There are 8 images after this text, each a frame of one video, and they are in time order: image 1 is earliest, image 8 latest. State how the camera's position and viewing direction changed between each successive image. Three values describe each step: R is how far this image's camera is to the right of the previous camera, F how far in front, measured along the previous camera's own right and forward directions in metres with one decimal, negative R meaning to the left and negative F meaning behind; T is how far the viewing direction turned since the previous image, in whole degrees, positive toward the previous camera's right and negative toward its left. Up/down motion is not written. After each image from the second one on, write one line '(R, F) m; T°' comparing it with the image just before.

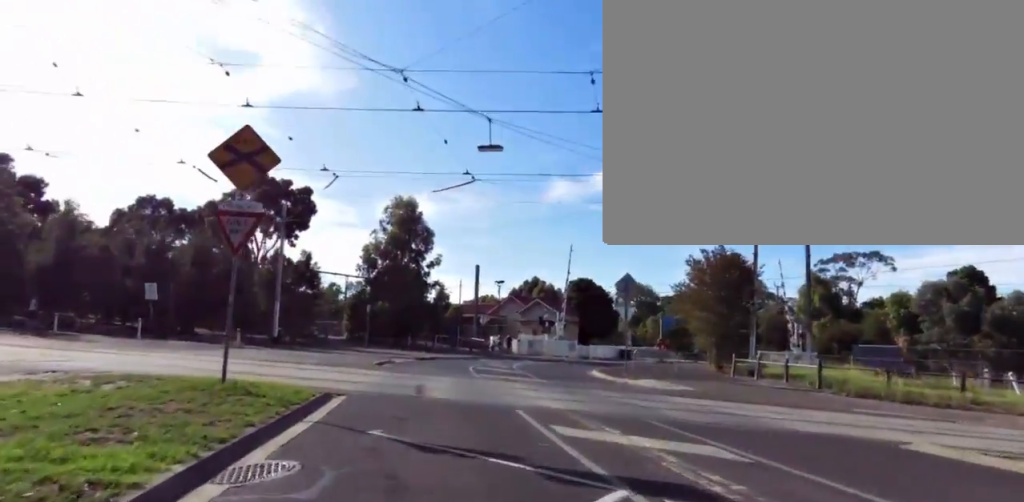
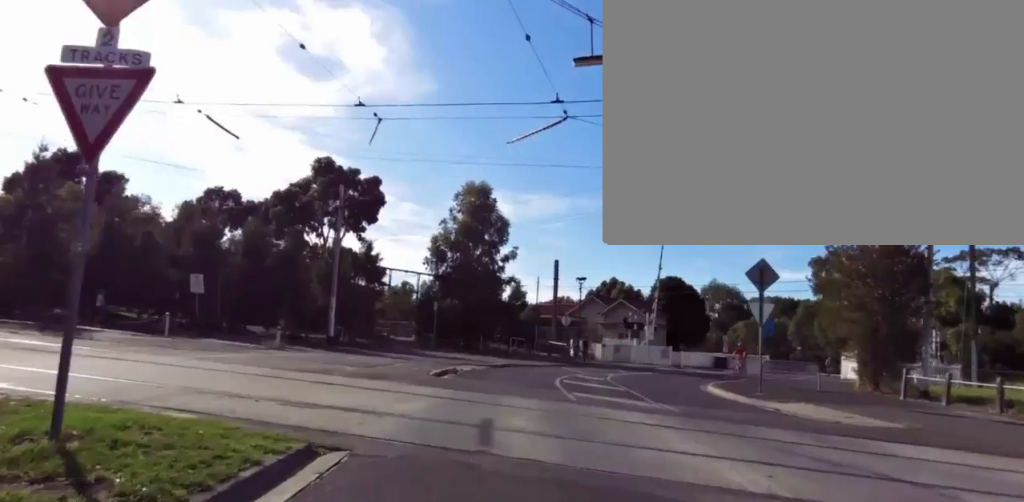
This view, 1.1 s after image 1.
(+0.1, +4.9) m; 0°
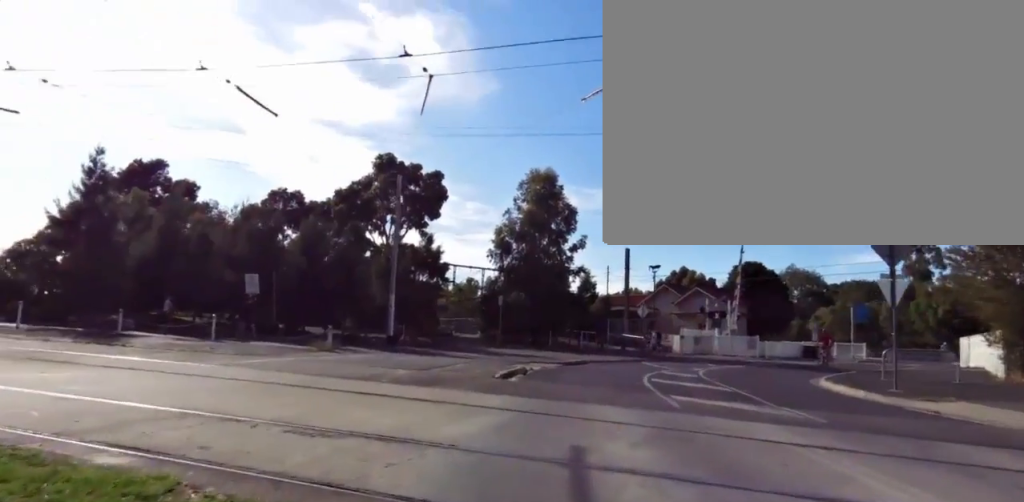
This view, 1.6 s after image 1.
(-0.3, +2.2) m; 0°
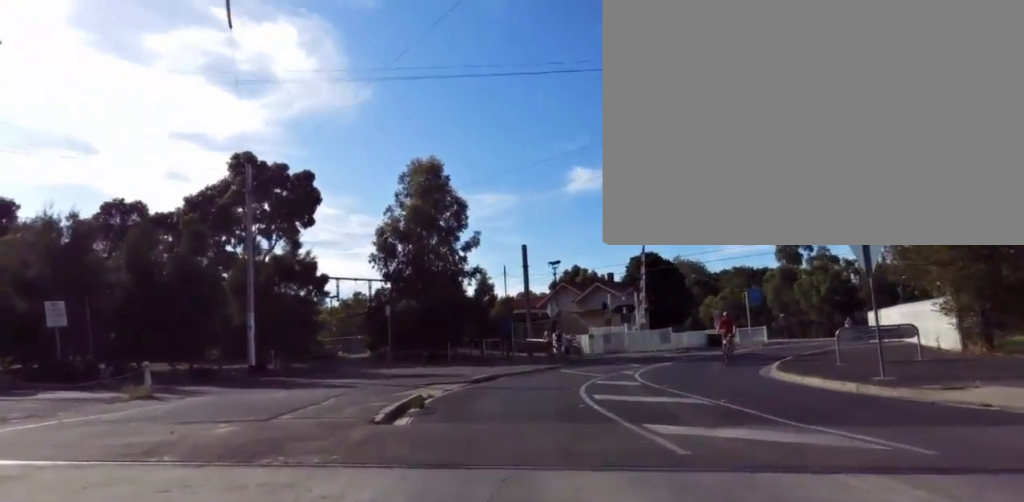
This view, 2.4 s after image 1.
(+0.5, +3.8) m; +10°
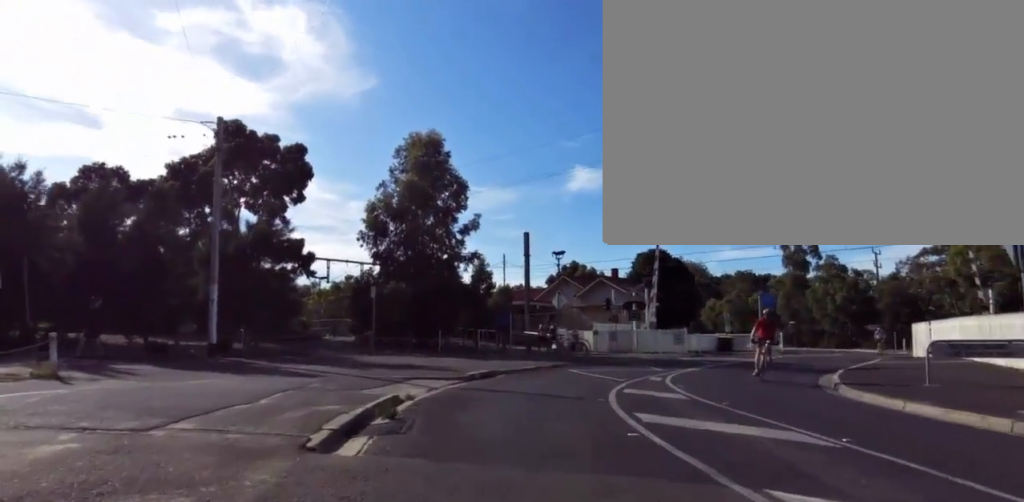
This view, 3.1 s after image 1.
(+0.2, +3.2) m; +7°
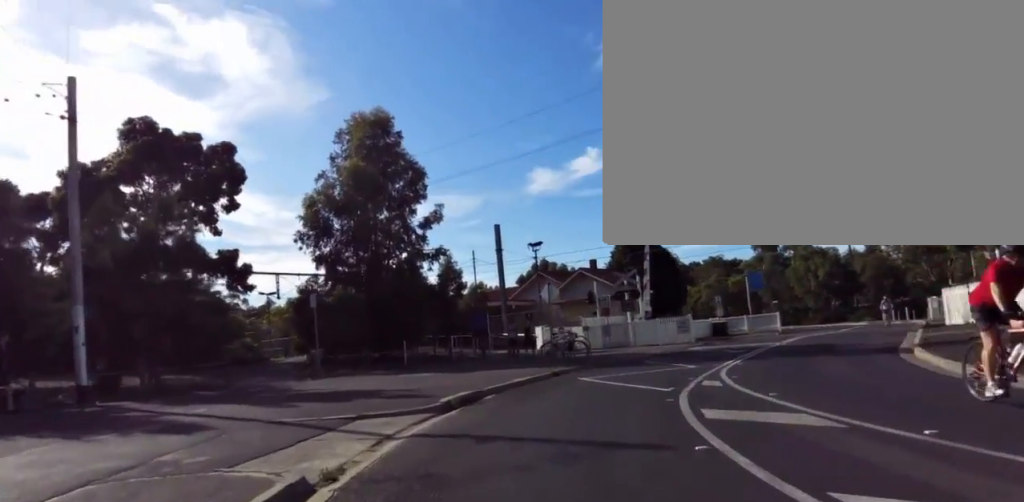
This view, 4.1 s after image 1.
(+0.4, +4.9) m; +6°
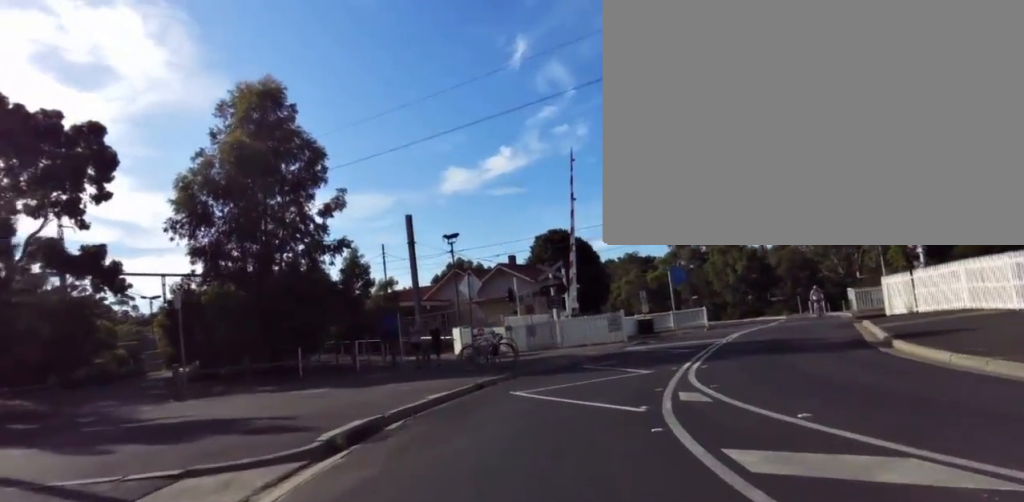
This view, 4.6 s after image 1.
(+0.3, +3.0) m; +2°
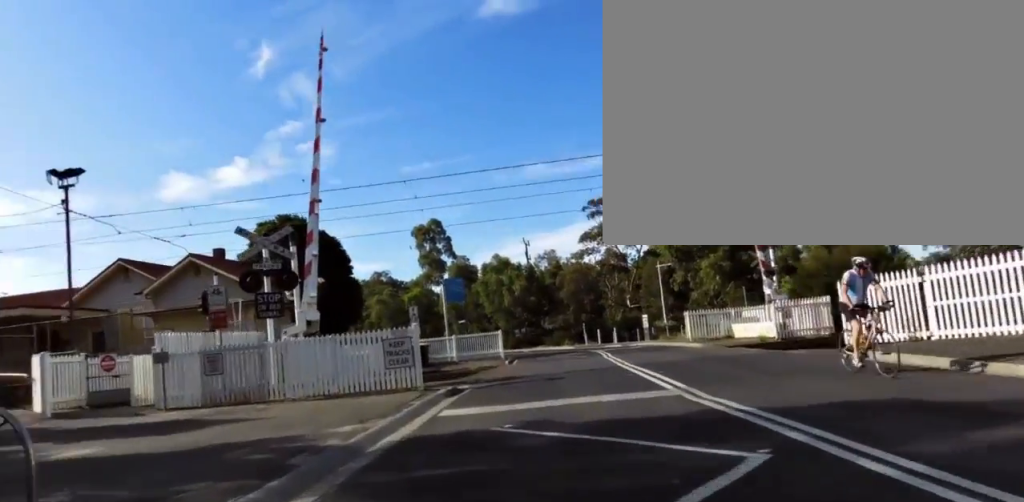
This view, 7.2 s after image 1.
(+3.4, +13.2) m; +18°
